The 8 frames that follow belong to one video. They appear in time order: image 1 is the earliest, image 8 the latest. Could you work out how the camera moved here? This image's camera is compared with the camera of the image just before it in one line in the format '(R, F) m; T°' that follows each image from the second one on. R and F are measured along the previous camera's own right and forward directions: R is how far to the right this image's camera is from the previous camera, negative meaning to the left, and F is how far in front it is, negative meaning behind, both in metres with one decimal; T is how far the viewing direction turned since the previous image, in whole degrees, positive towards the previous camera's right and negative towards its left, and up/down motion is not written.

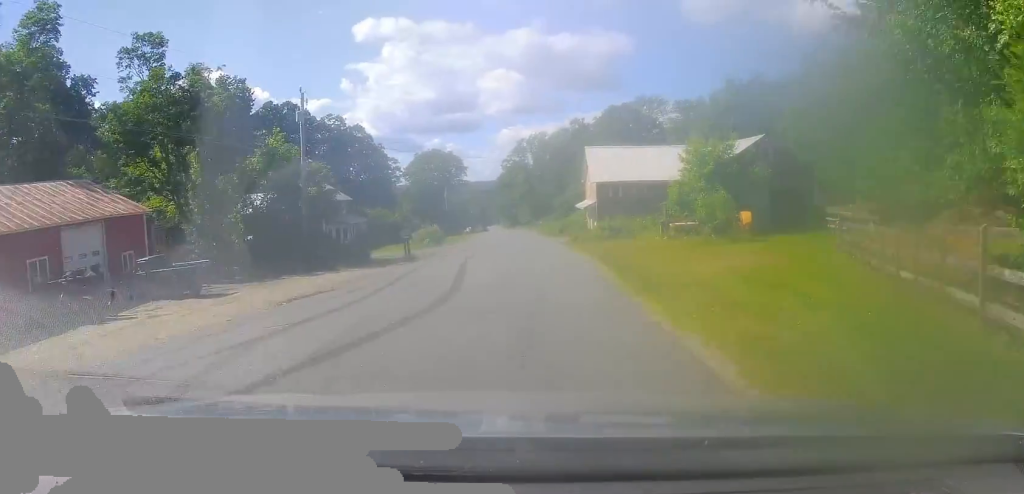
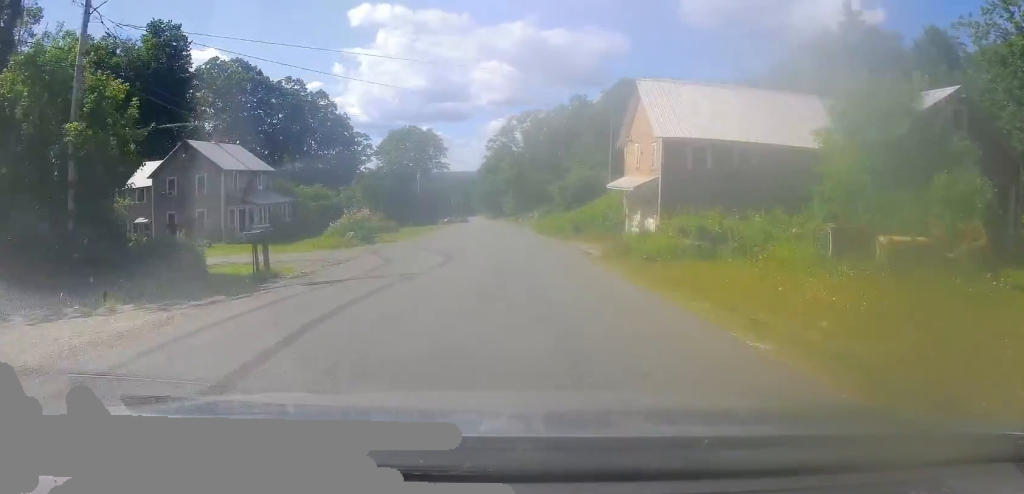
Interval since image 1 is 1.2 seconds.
(+0.6, +21.1) m; +3°
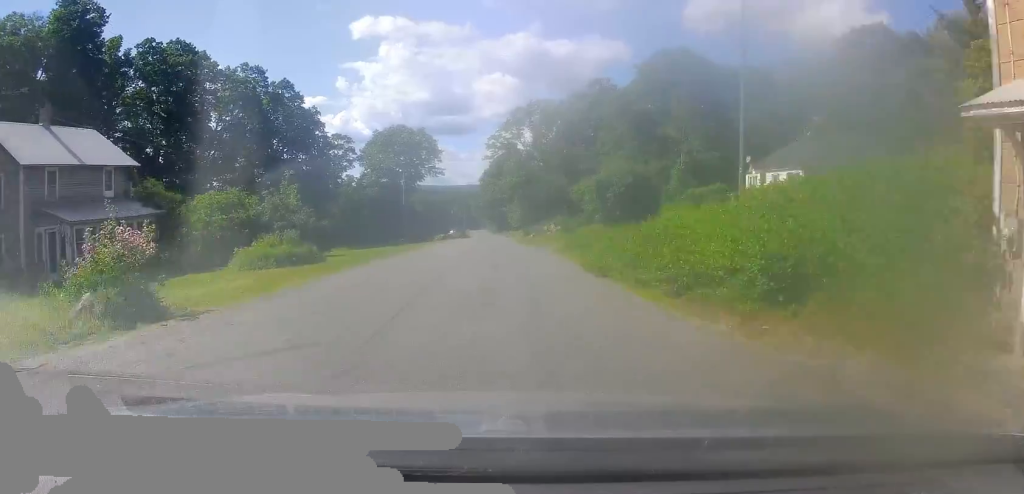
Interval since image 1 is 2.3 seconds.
(+0.4, +21.3) m; +2°
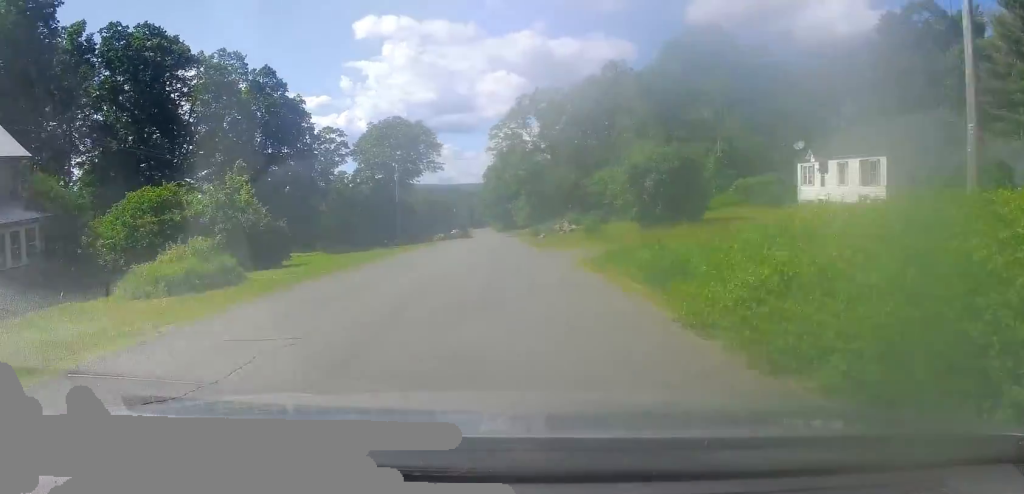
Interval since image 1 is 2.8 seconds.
(+0.1, +10.2) m; +1°
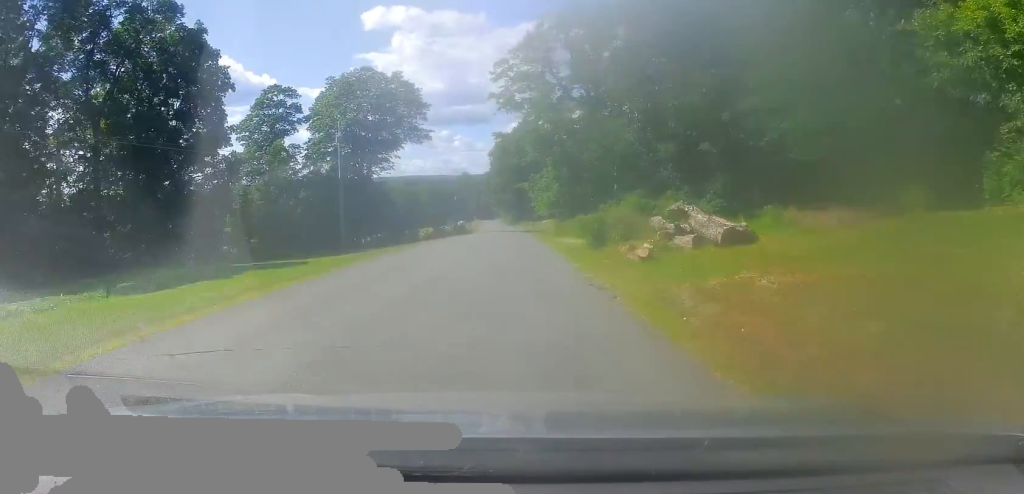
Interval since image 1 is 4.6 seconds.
(-0.3, +34.6) m; -3°
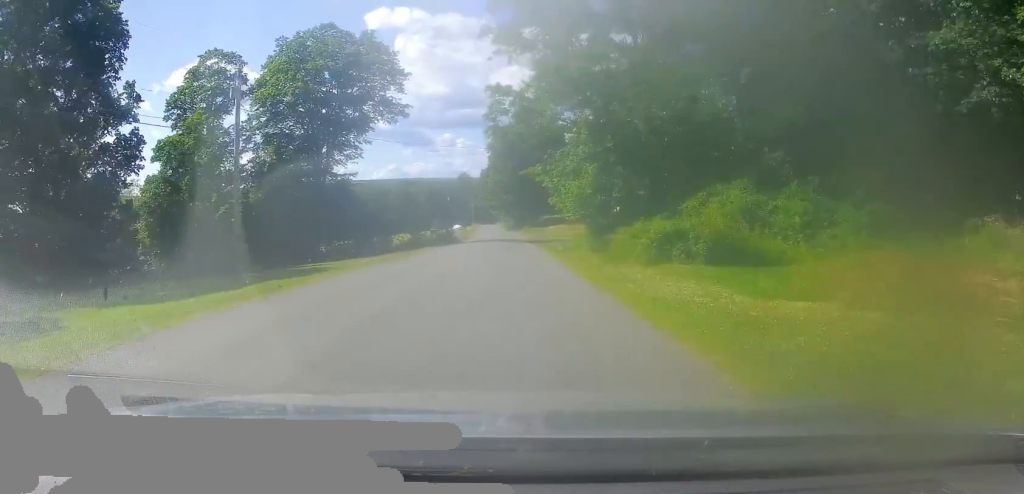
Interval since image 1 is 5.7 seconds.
(-0.8, +21.7) m; 0°
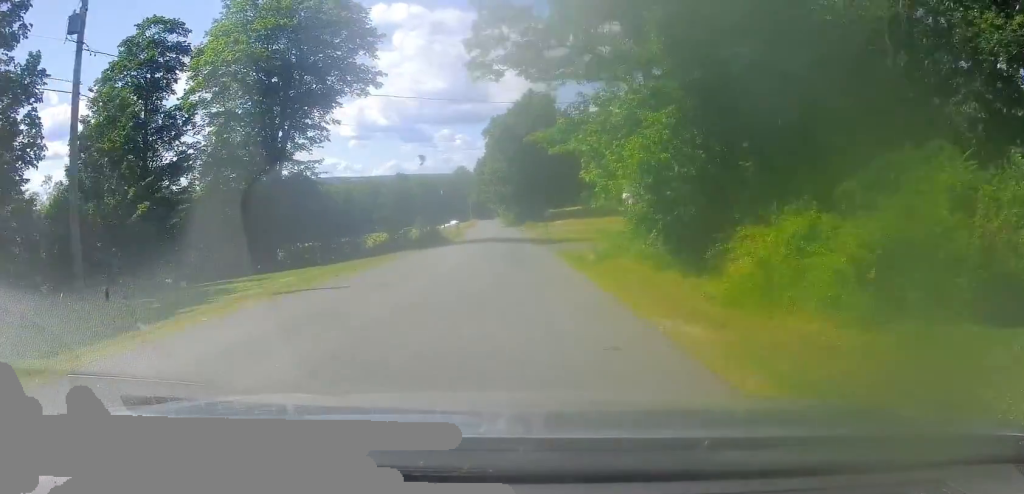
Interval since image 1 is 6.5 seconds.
(+0.7, +13.6) m; +1°
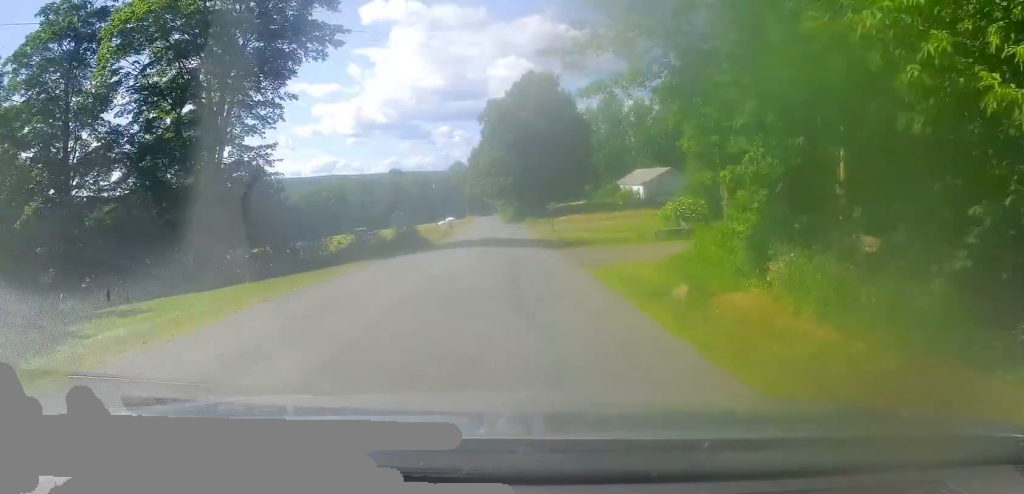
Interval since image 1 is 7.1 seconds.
(0.0, +12.4) m; 0°
